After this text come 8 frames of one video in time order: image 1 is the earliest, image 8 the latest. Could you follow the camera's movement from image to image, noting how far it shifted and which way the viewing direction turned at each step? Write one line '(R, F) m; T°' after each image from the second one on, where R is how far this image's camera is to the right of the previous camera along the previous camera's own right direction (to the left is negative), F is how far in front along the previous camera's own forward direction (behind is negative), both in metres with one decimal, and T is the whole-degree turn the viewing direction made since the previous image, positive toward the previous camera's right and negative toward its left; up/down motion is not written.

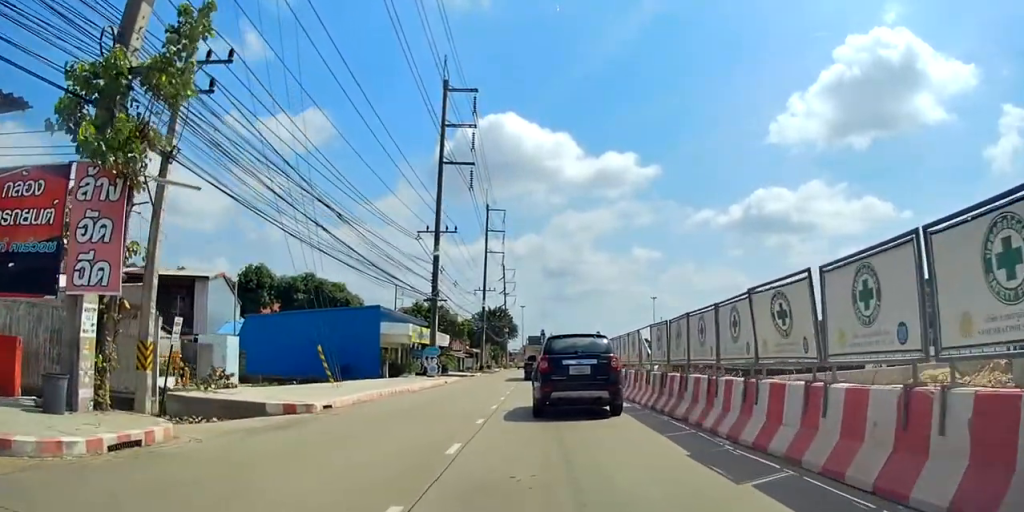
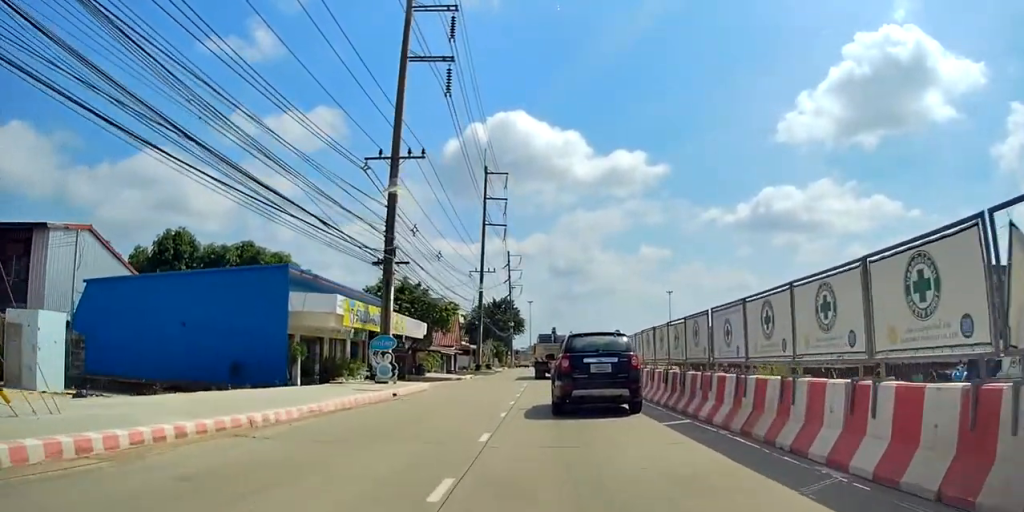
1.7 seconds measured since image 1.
(+0.3, +15.3) m; +1°
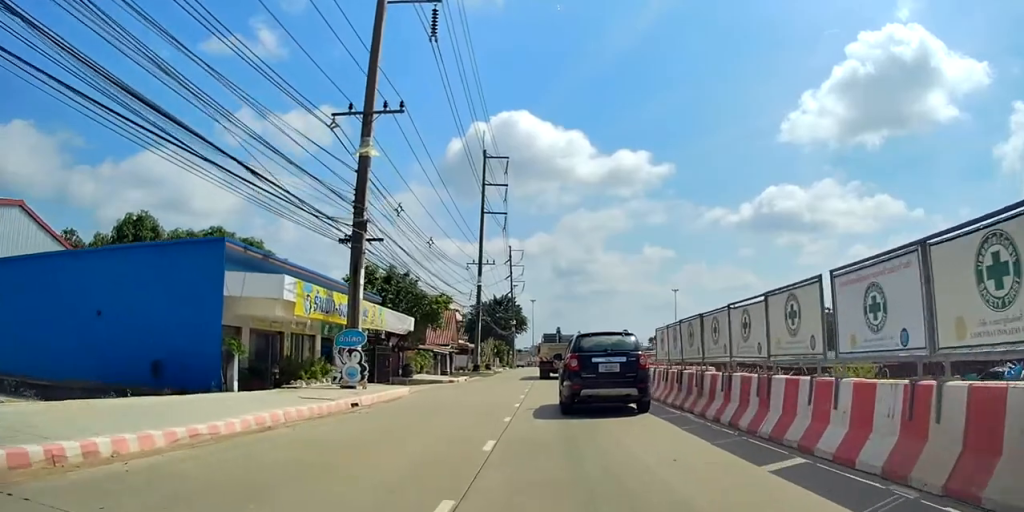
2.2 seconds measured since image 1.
(-0.3, +5.1) m; +1°
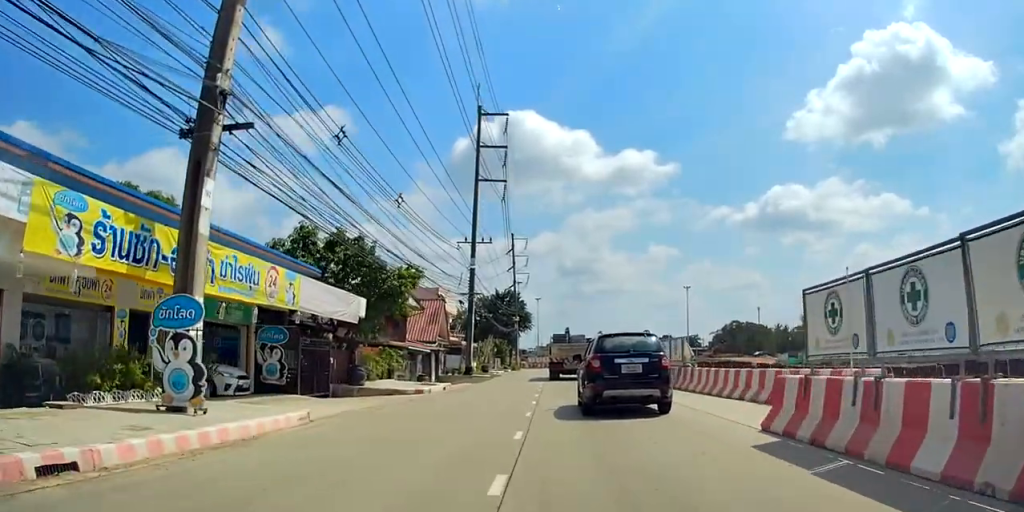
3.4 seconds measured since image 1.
(+0.7, +10.5) m; -1°
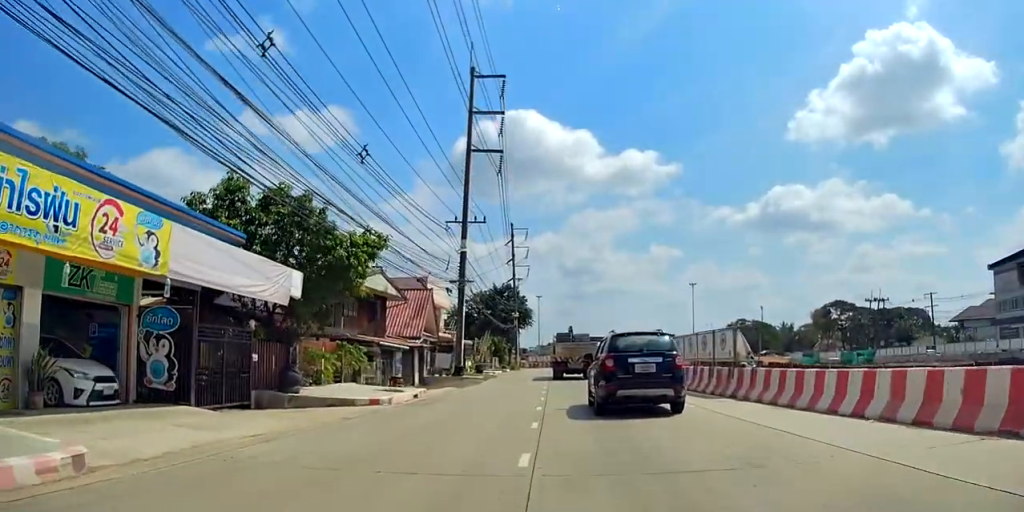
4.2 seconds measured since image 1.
(-0.4, +6.3) m; -5°
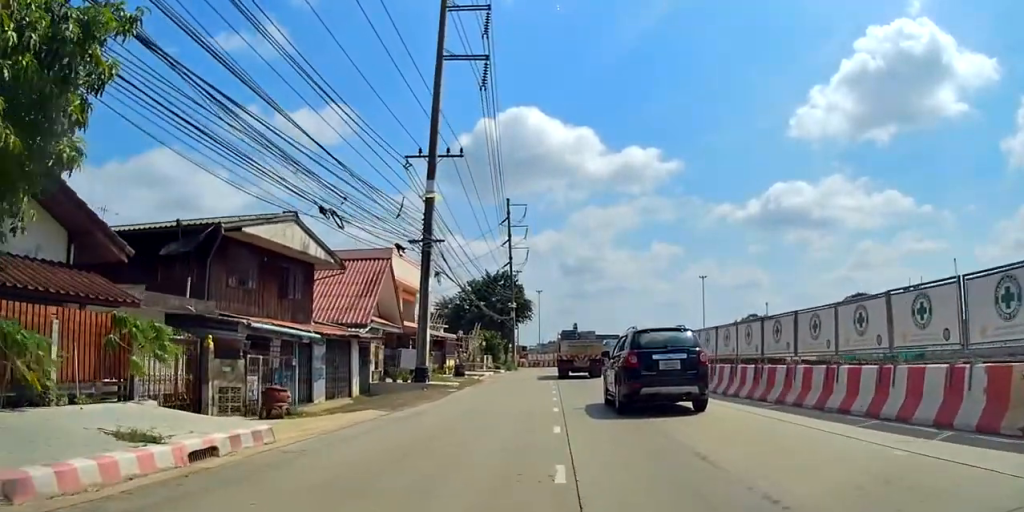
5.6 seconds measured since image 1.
(+0.4, +12.6) m; +3°
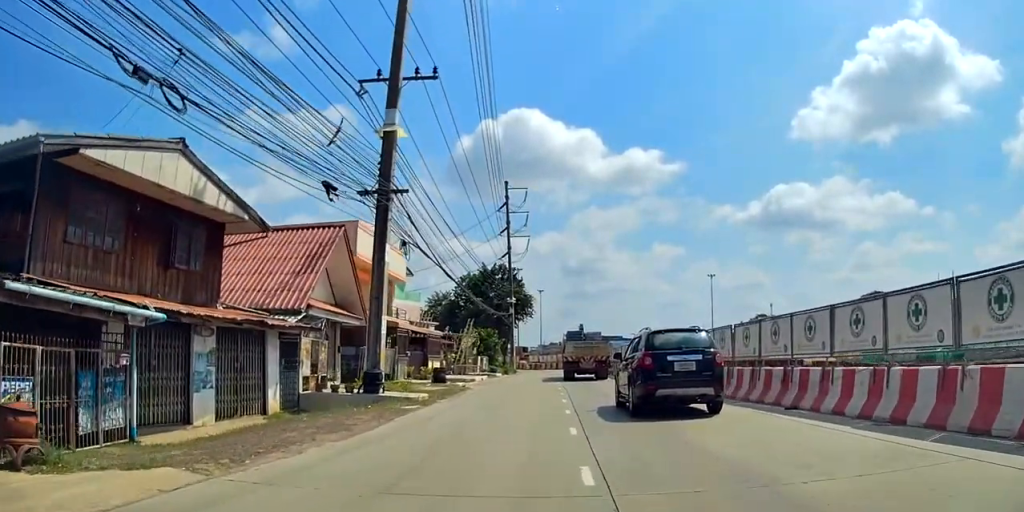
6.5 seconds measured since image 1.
(+0.1, +8.1) m; -1°
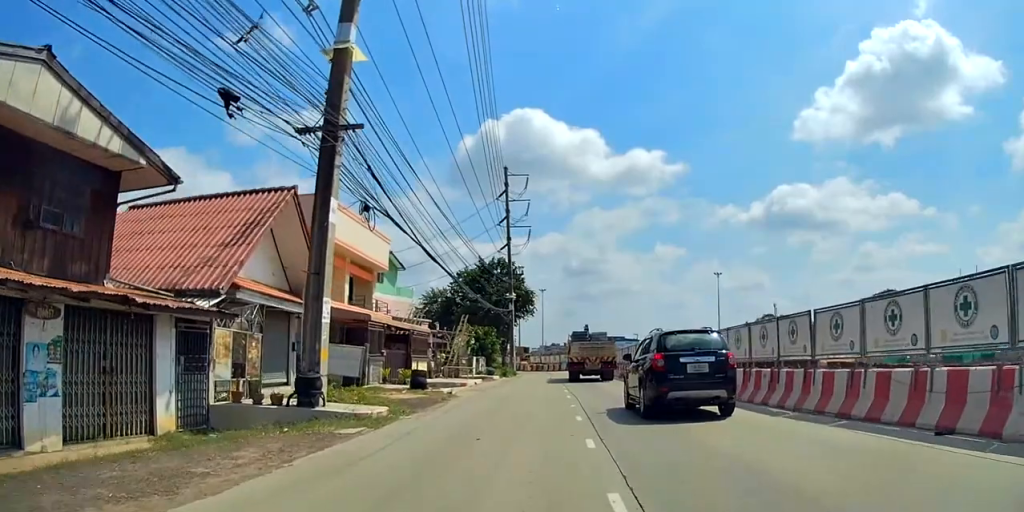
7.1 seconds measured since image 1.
(-0.3, +5.4) m; -2°
